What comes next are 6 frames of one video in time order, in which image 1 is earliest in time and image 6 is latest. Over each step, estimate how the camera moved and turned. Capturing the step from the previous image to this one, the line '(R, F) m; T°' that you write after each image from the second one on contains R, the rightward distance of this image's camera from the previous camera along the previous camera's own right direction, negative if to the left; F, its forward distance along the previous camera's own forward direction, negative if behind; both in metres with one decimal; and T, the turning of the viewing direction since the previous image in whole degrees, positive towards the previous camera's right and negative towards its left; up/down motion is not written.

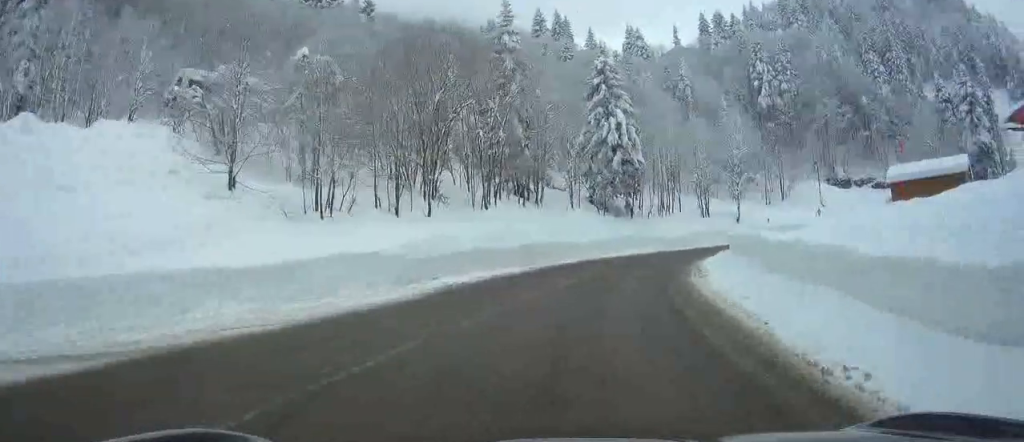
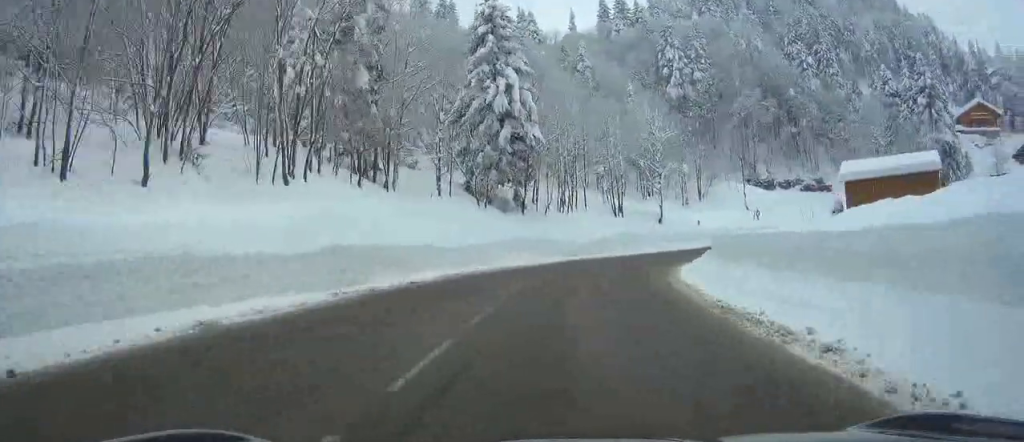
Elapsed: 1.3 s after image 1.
(+1.8, +15.1) m; +8°
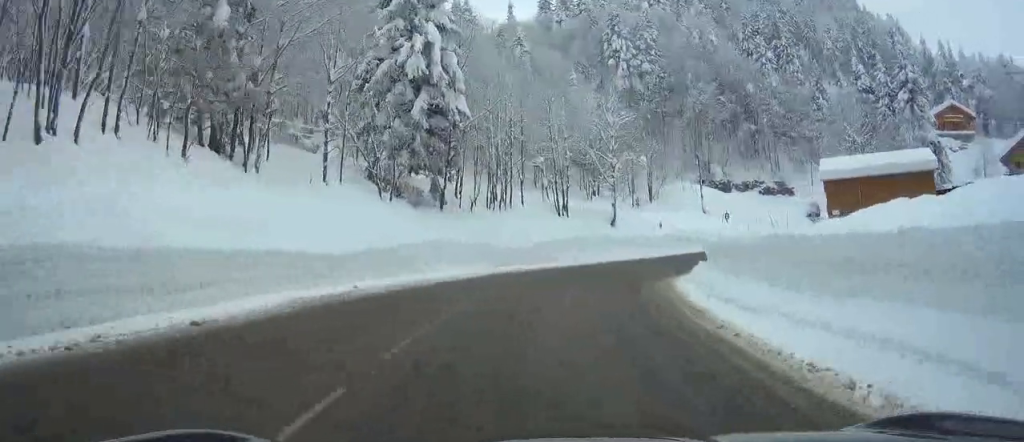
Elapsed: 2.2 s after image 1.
(+0.1, +9.8) m; +4°
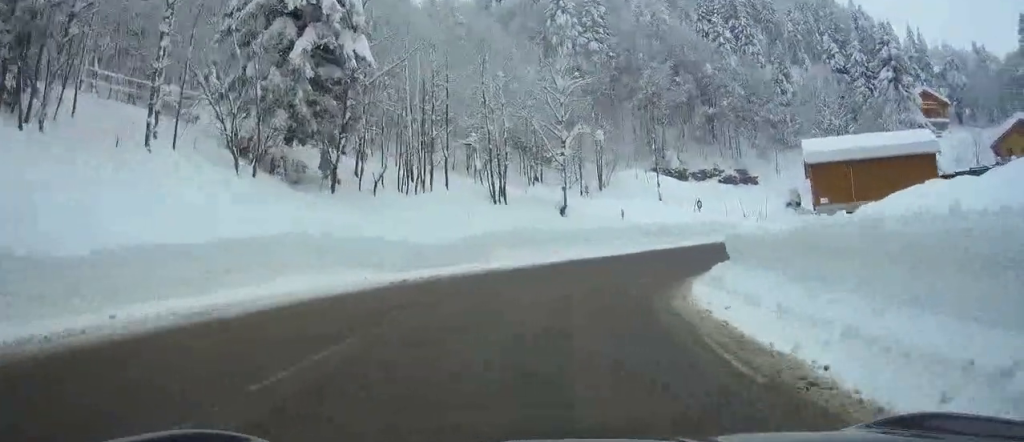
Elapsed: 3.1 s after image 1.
(+0.2, +8.6) m; +19°
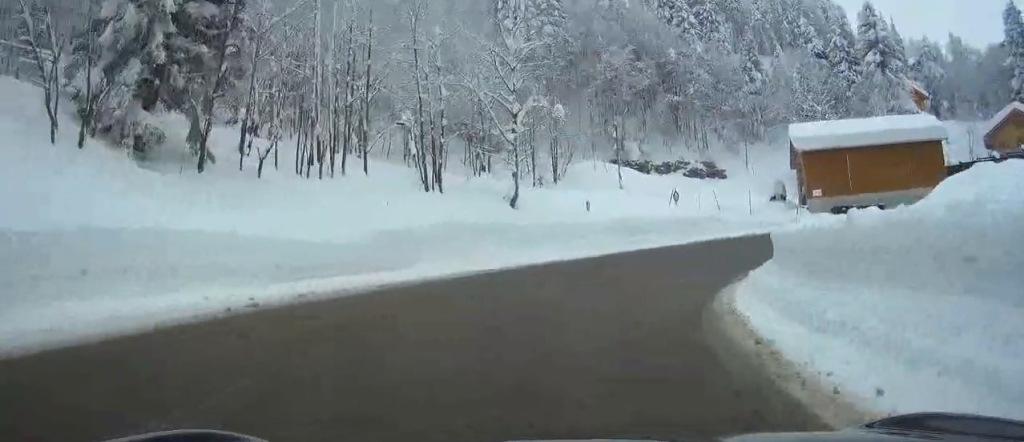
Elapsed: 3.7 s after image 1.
(+0.2, +4.2) m; +34°
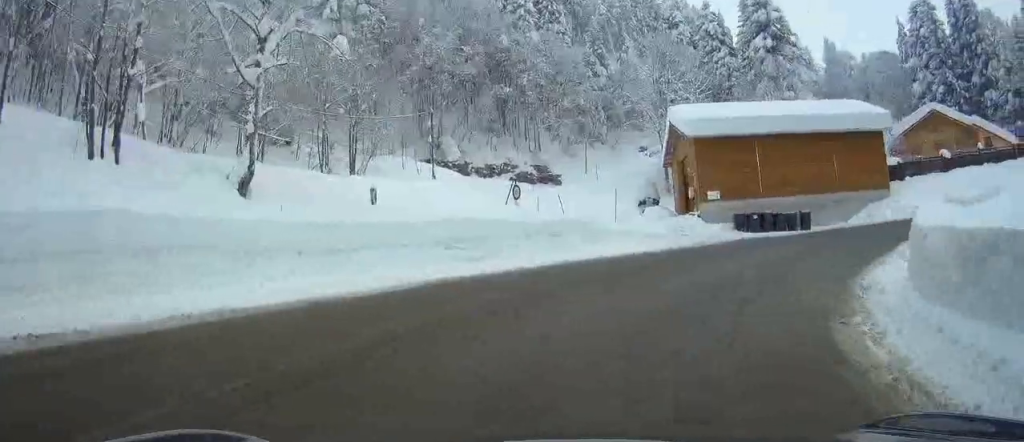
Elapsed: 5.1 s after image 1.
(+5.7, +8.2) m; +40°
